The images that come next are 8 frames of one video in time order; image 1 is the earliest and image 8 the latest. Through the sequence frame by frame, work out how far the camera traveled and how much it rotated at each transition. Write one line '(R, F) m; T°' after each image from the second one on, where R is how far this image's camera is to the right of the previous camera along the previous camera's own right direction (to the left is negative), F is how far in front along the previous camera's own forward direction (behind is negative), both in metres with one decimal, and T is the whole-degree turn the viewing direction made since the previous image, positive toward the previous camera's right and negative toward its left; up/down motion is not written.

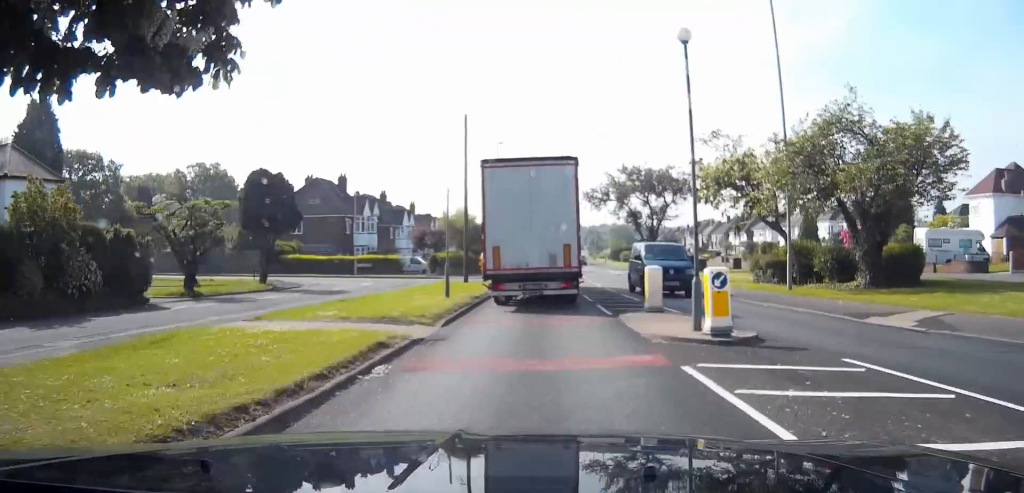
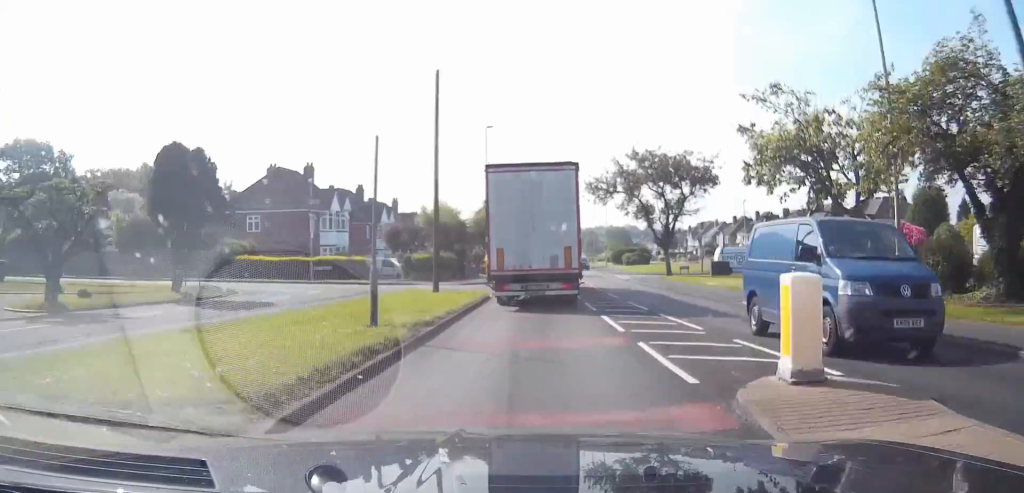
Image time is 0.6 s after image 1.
(0.0, +10.0) m; 0°
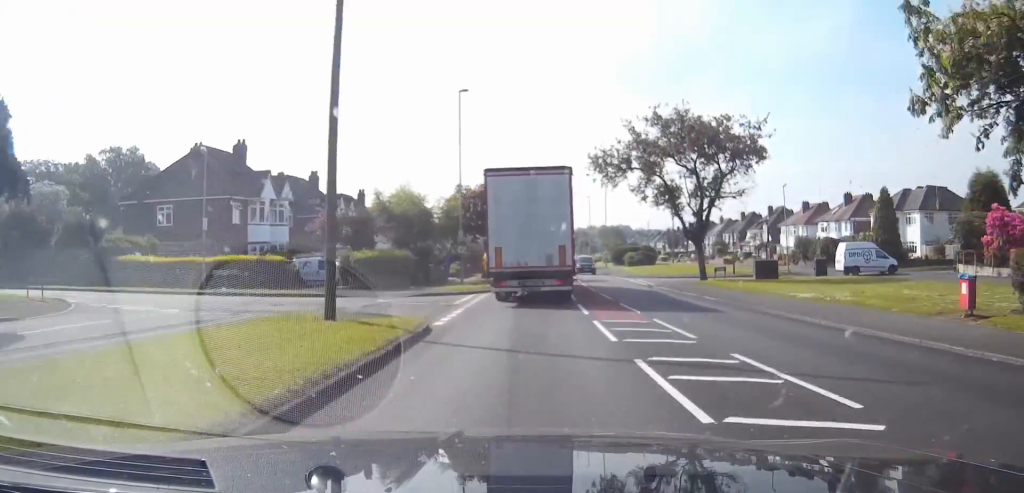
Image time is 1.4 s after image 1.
(+0.1, +14.2) m; 0°
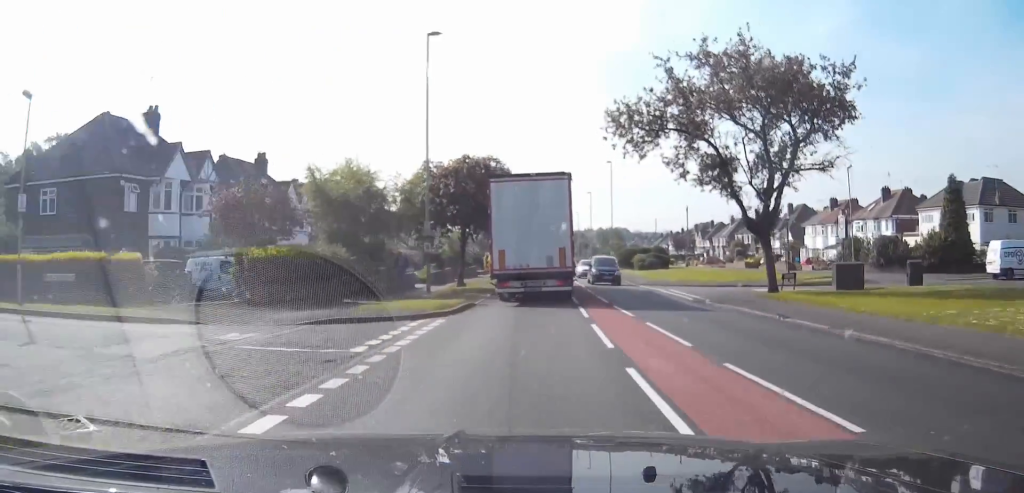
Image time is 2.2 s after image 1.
(0.0, +12.4) m; 0°
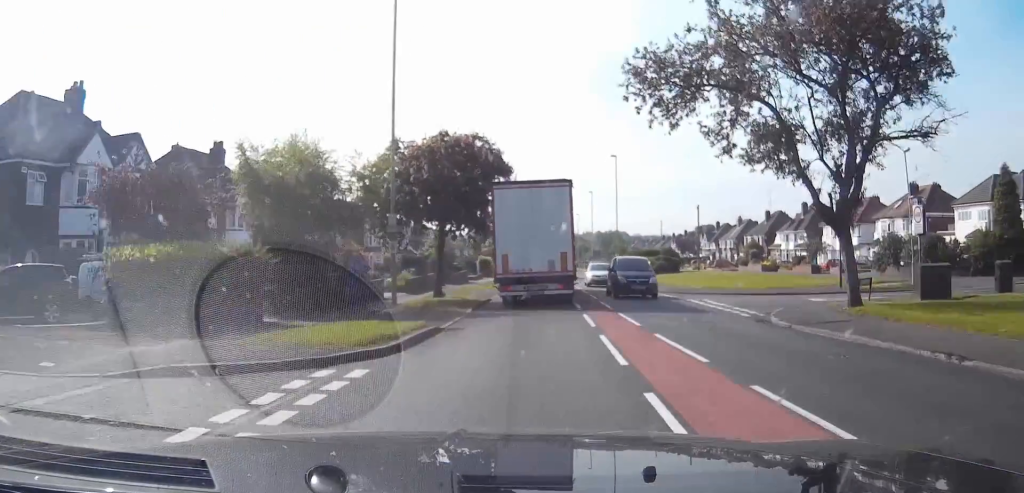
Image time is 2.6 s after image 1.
(0.0, +7.8) m; 0°
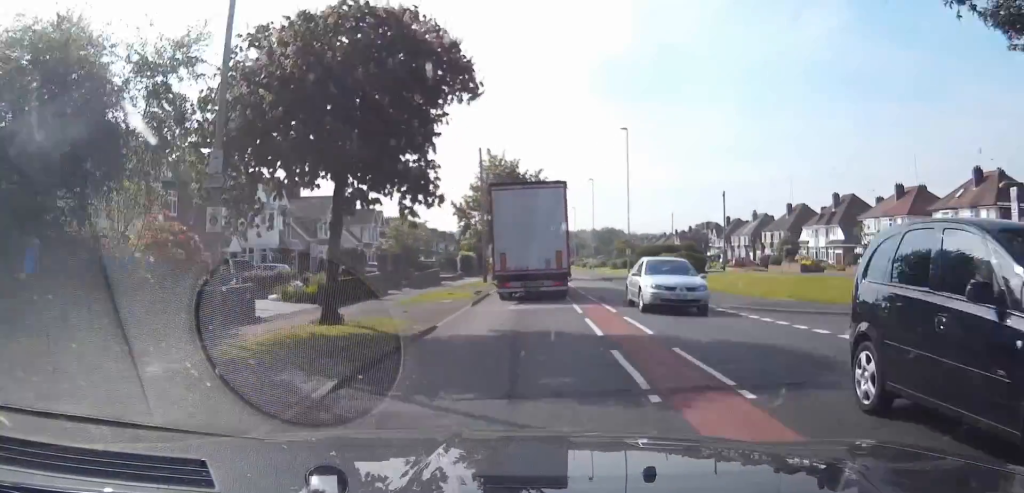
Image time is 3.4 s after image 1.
(0.0, +14.5) m; 0°
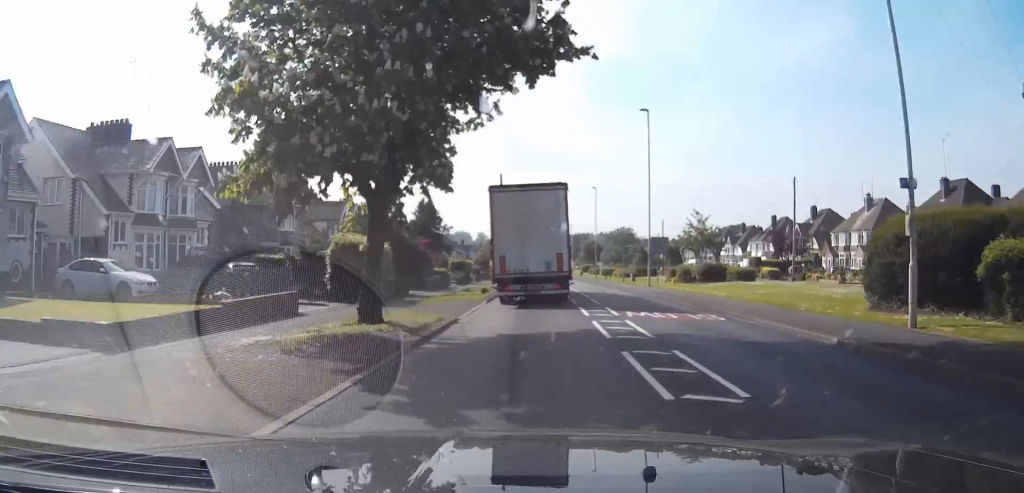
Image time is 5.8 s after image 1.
(+0.2, +47.5) m; +1°
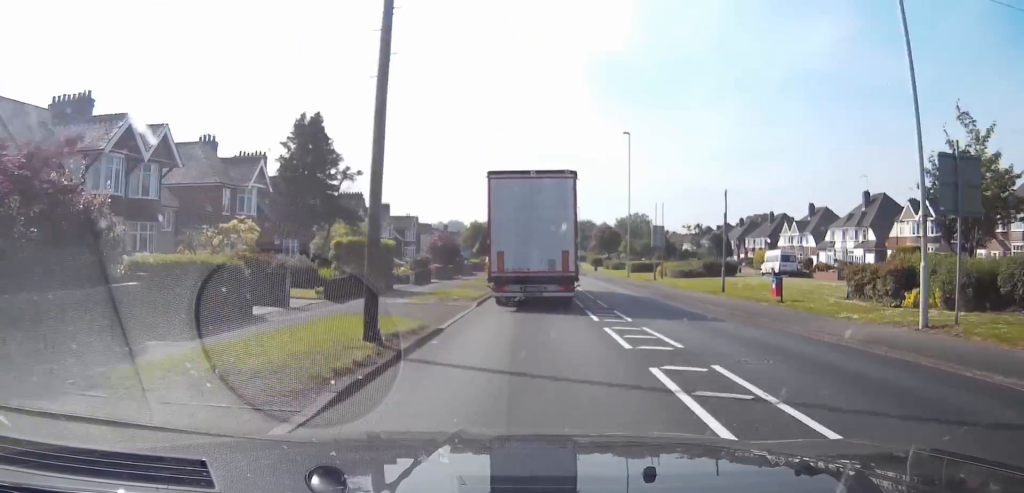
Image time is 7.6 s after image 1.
(+0.2, +36.9) m; 0°
